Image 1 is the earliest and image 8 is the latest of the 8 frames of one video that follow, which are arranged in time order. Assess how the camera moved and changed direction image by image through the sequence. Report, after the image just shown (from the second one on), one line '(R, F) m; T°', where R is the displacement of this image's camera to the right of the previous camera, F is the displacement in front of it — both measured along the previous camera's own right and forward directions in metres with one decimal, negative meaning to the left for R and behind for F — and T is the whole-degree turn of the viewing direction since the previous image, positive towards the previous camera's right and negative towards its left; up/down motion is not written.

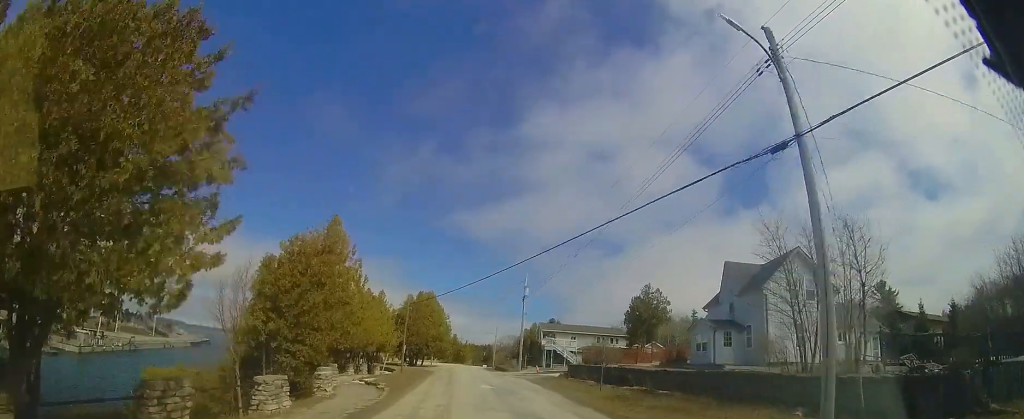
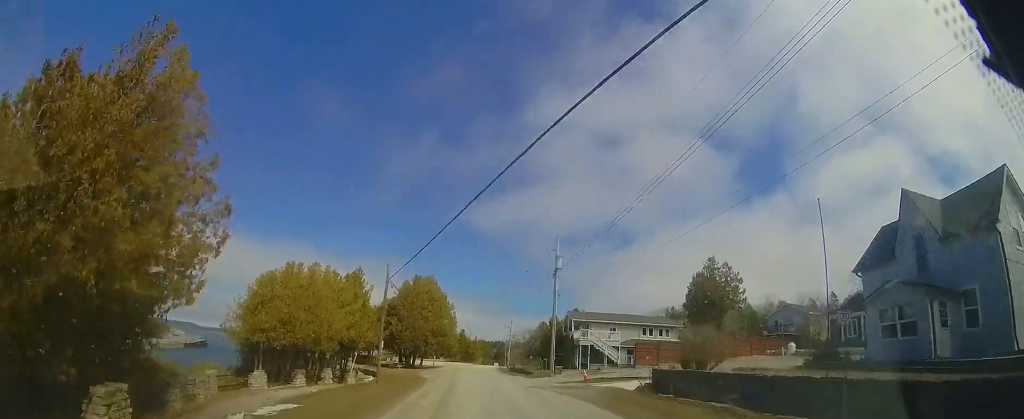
(-0.5, +11.5) m; -3°
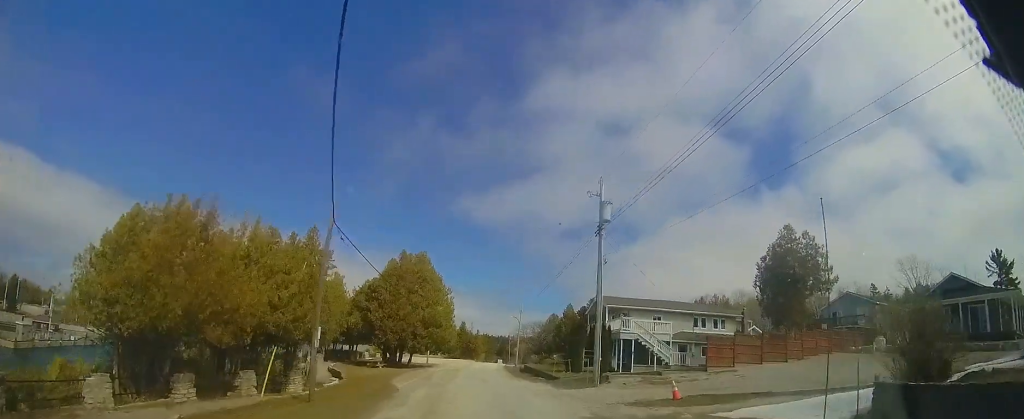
(-0.1, +9.7) m; +1°
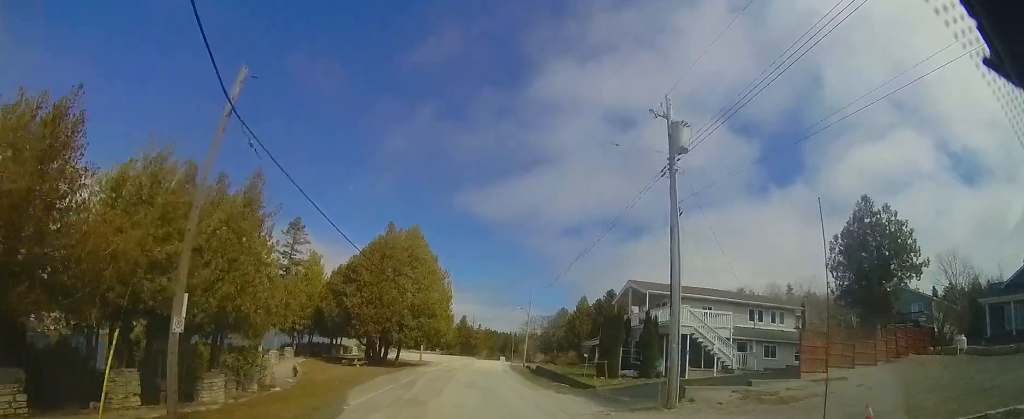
(+0.2, +7.1) m; +1°
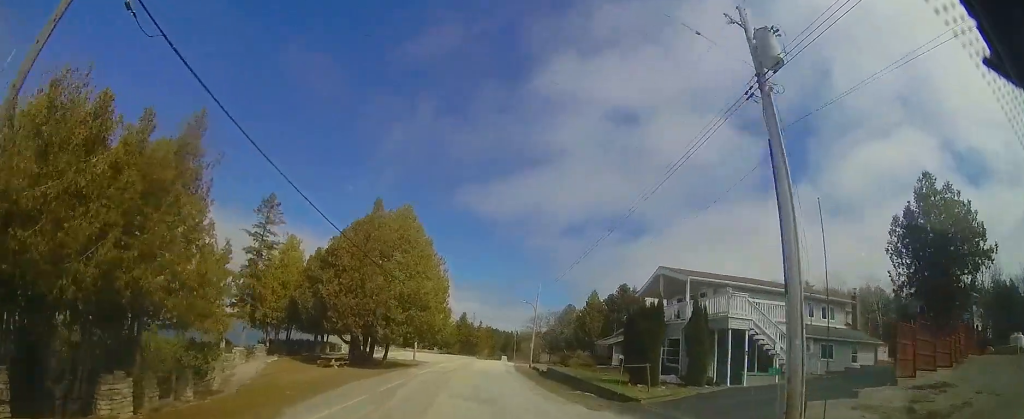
(0.0, +4.7) m; 0°
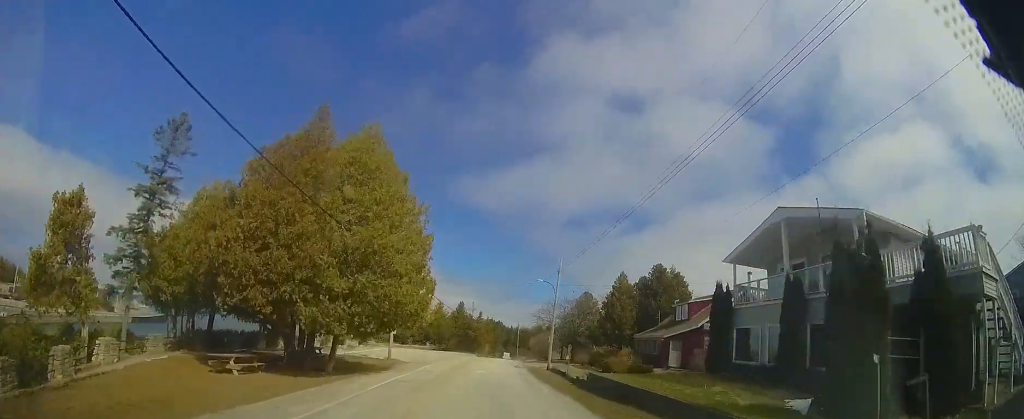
(-0.1, +10.4) m; +1°
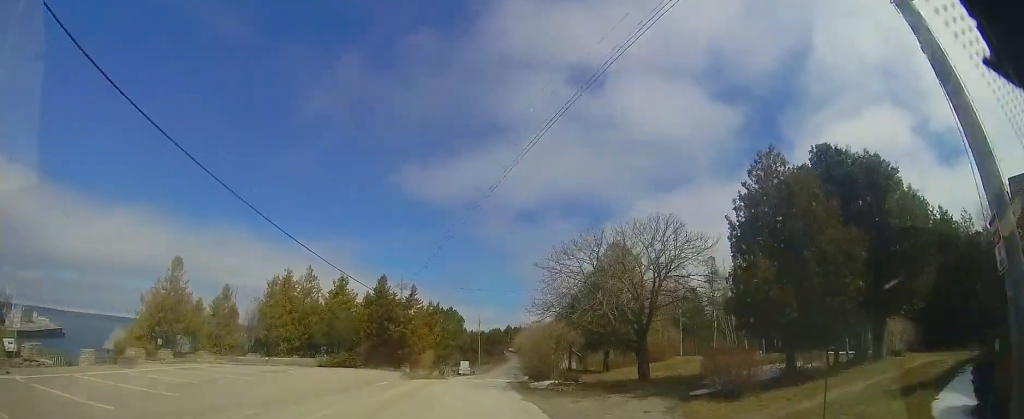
(+0.7, +27.6) m; +3°
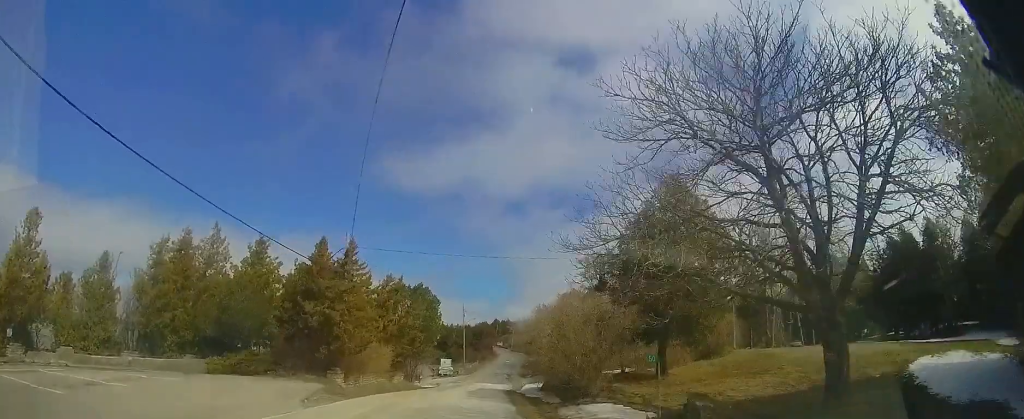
(+0.2, +11.3) m; +2°
